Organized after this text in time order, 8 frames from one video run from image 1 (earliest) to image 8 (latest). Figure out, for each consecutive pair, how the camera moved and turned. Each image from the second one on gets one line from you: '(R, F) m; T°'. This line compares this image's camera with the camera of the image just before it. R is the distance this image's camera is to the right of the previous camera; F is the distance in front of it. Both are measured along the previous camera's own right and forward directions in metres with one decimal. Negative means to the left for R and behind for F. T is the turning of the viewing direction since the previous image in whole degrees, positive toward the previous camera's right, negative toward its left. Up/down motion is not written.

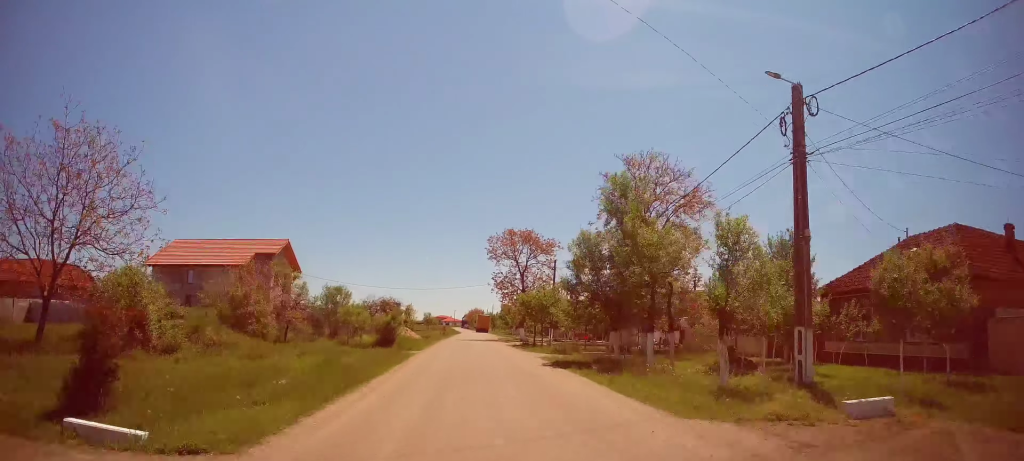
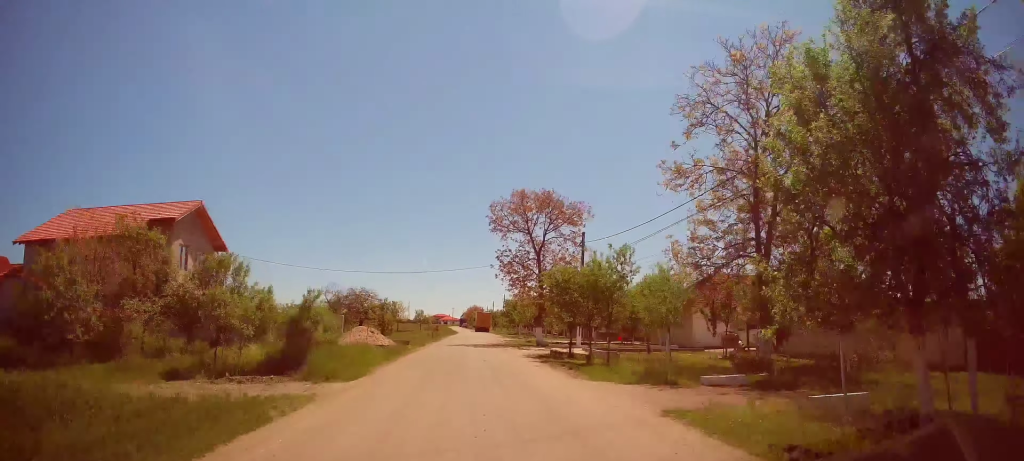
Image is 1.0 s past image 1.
(+0.4, +14.6) m; +1°
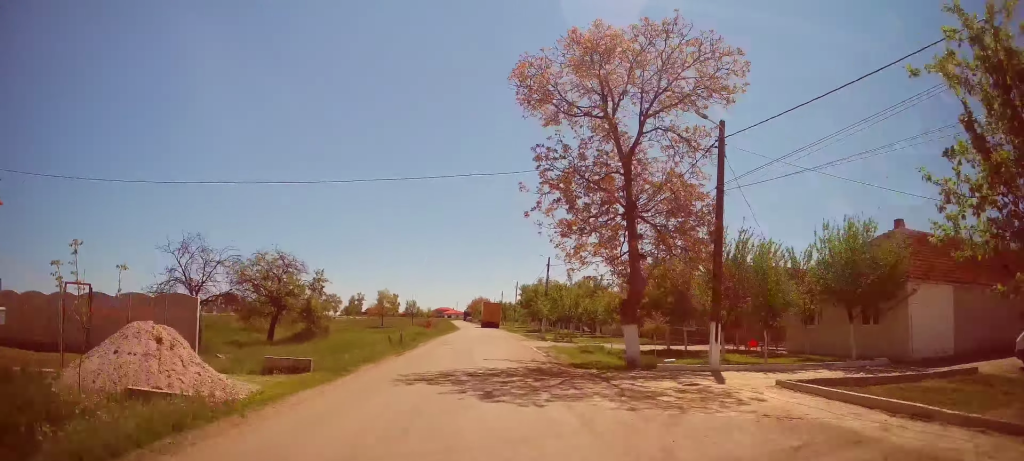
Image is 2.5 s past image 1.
(-0.5, +21.7) m; -1°
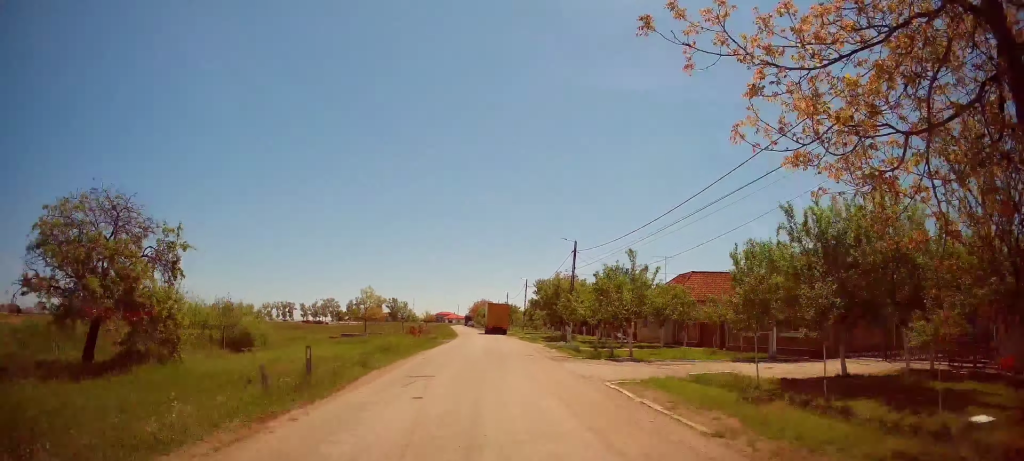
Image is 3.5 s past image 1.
(+0.4, +14.2) m; 0°
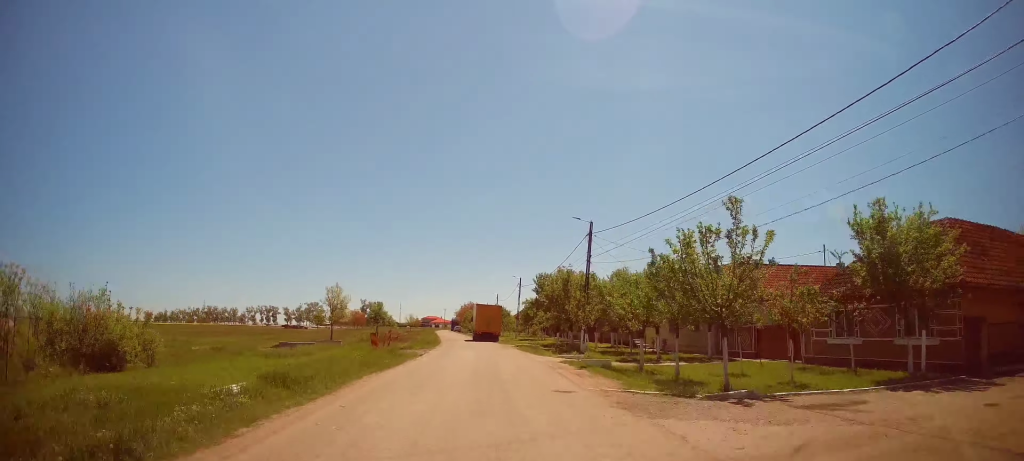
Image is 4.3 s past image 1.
(-0.3, +10.5) m; -1°
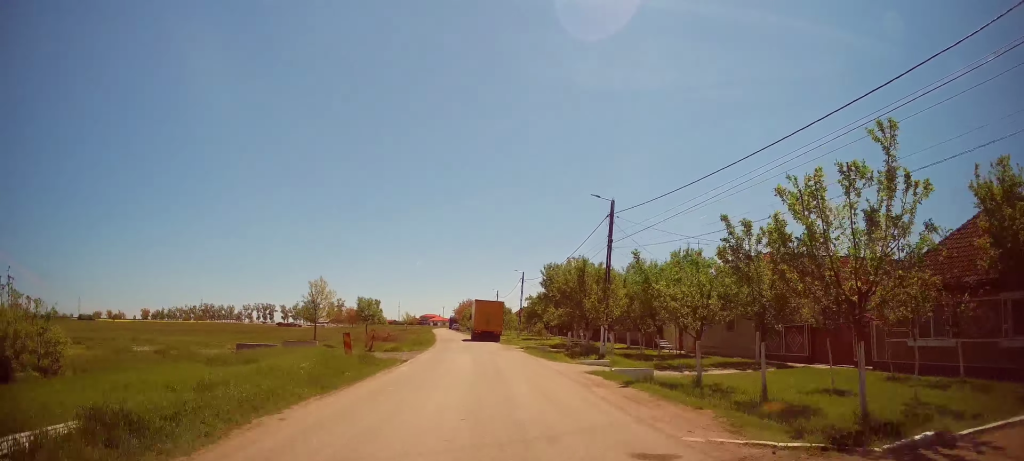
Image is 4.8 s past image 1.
(-0.2, +5.6) m; 0°
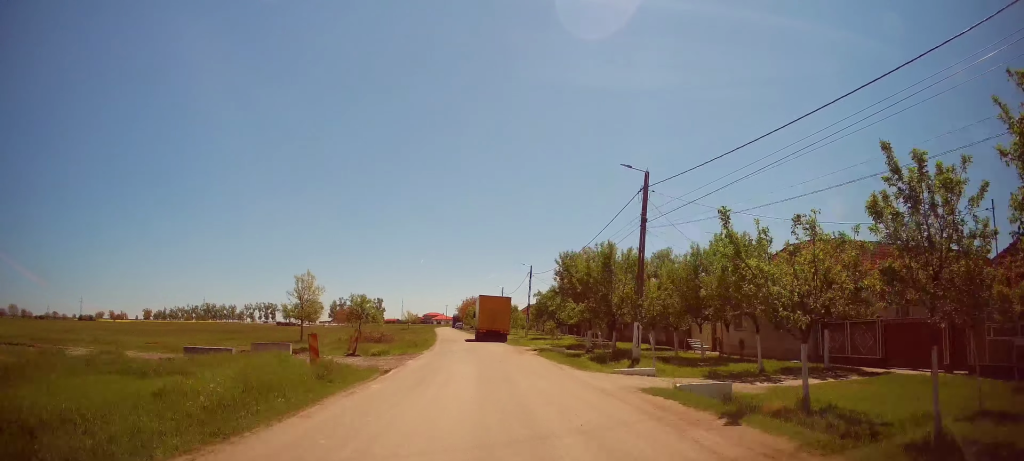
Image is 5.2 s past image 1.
(+0.2, +5.1) m; +1°
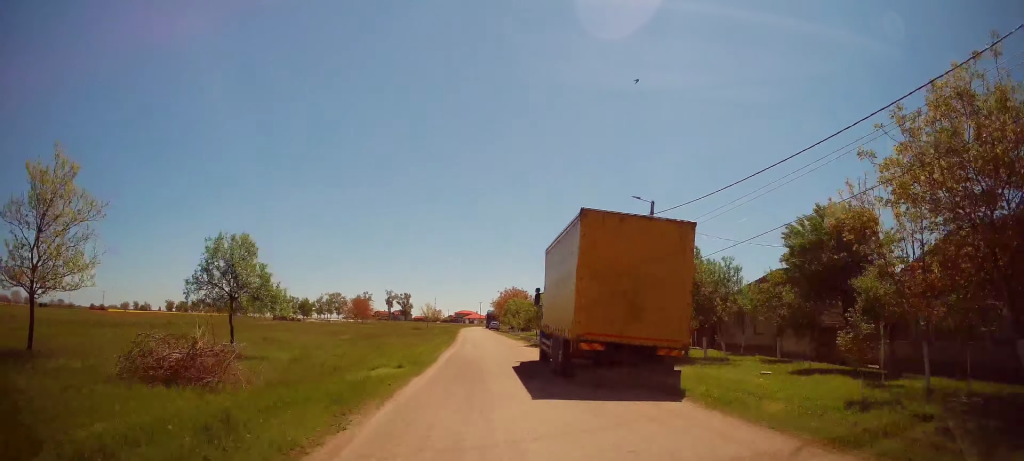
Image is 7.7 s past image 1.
(+0.1, +32.8) m; -3°
